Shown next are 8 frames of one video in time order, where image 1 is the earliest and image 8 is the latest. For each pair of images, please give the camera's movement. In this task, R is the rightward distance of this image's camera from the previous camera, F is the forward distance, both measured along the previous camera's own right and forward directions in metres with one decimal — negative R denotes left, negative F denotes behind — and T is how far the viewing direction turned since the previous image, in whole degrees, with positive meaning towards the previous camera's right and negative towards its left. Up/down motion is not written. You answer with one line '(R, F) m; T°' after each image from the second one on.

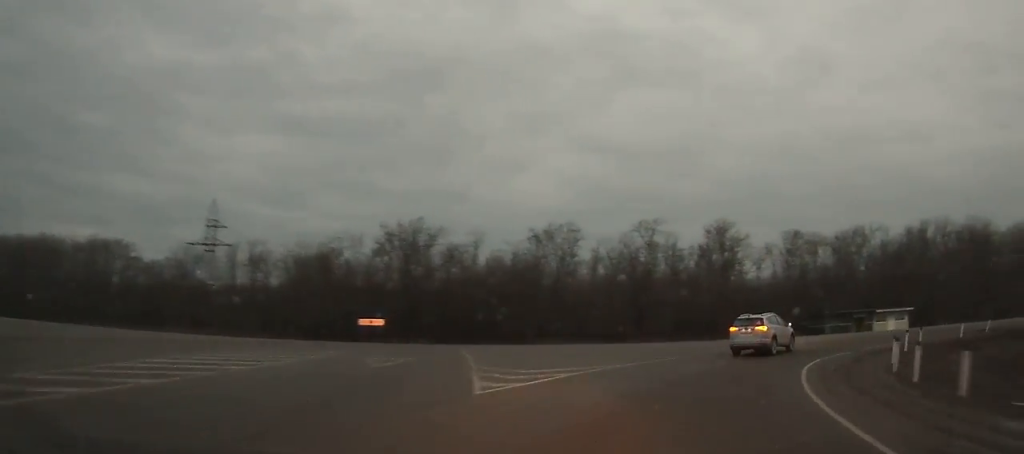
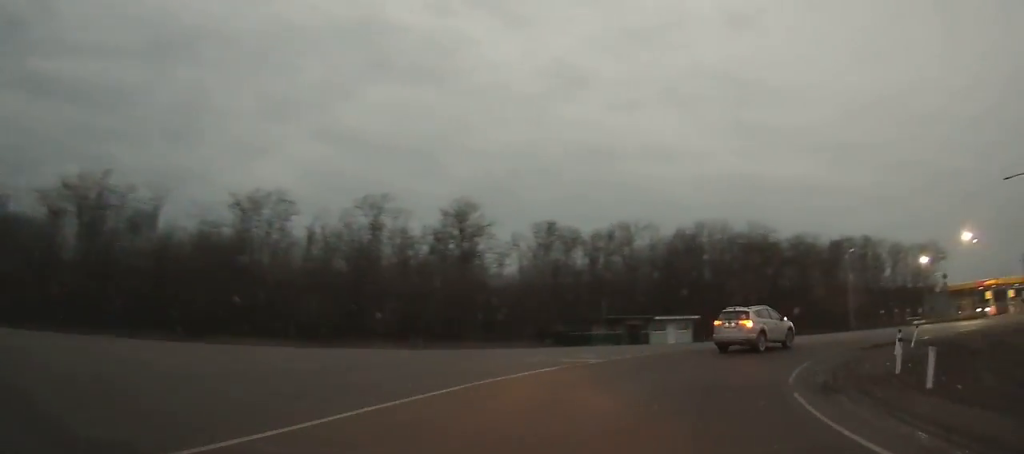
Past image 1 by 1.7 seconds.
(+4.3, +14.7) m; +24°
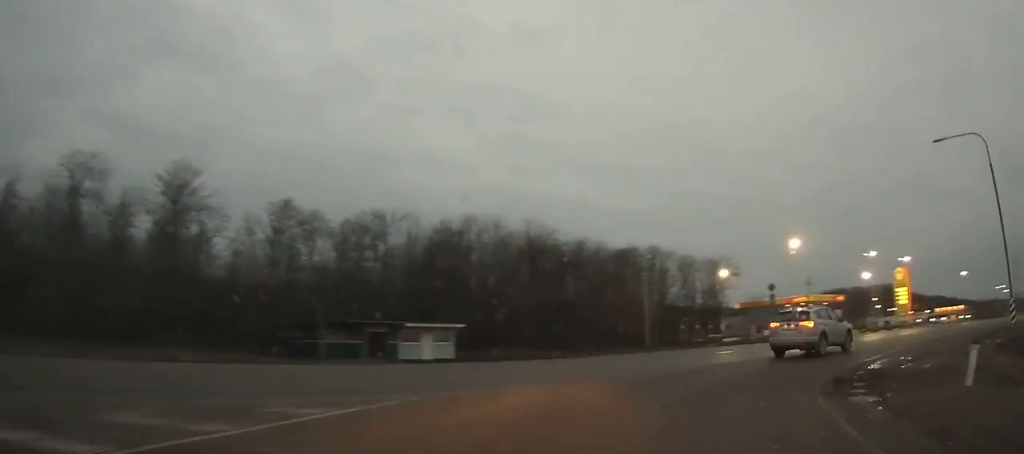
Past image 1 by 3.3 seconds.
(+2.0, +15.0) m; +24°
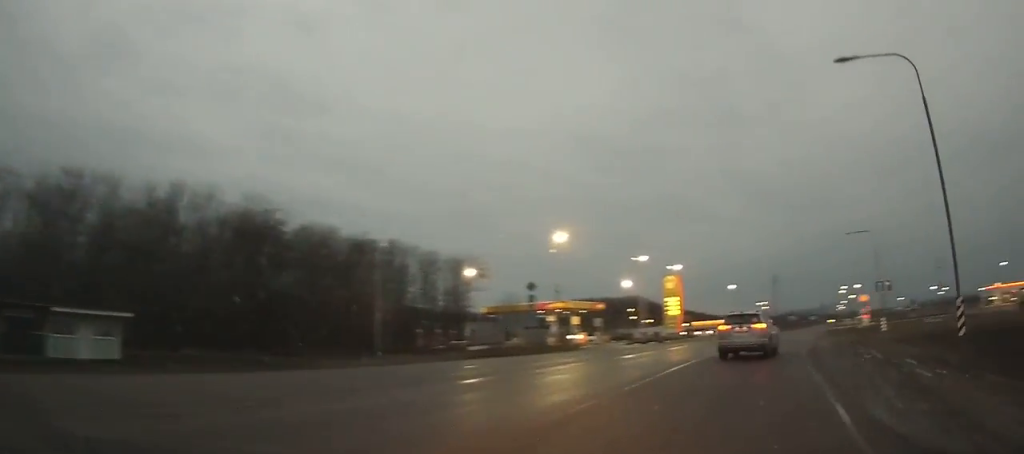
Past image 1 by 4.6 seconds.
(+3.4, +11.2) m; +13°
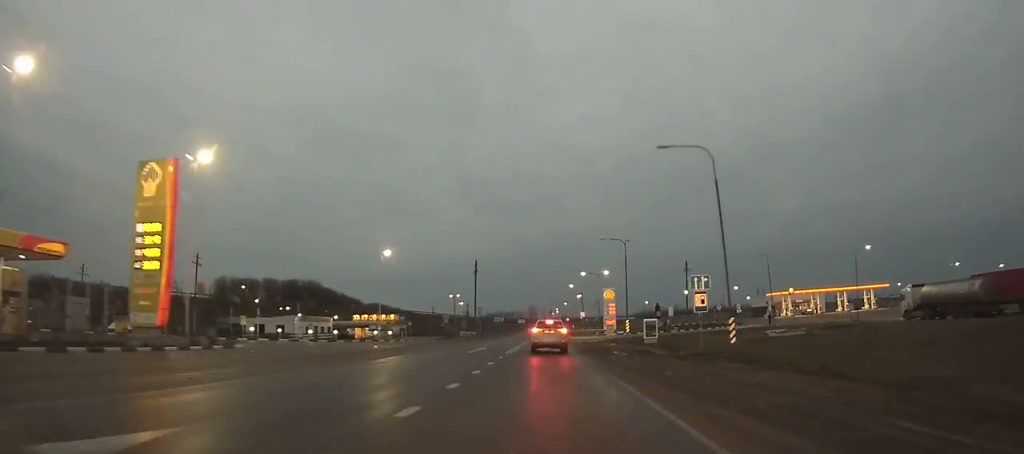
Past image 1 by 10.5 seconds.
(+16.9, +50.7) m; +23°
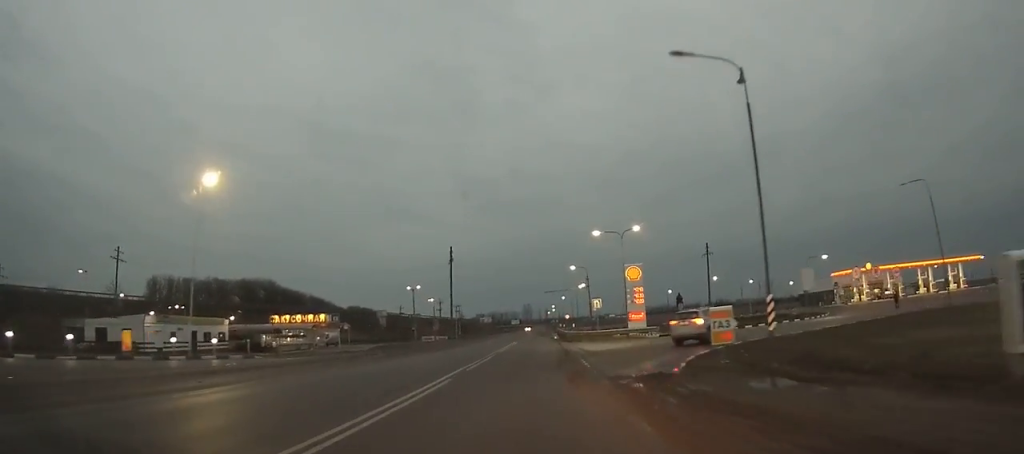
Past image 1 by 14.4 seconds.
(+0.5, +32.2) m; +11°
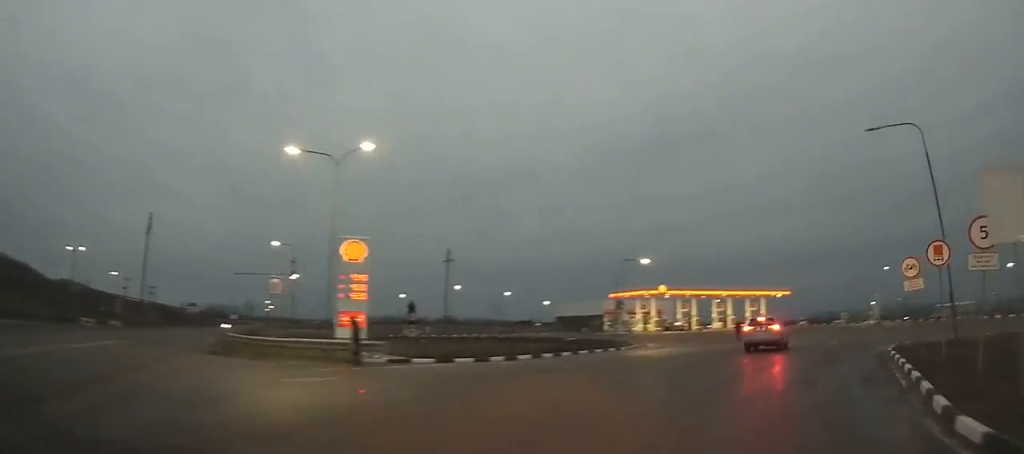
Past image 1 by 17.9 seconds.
(+5.0, +24.4) m; +27°
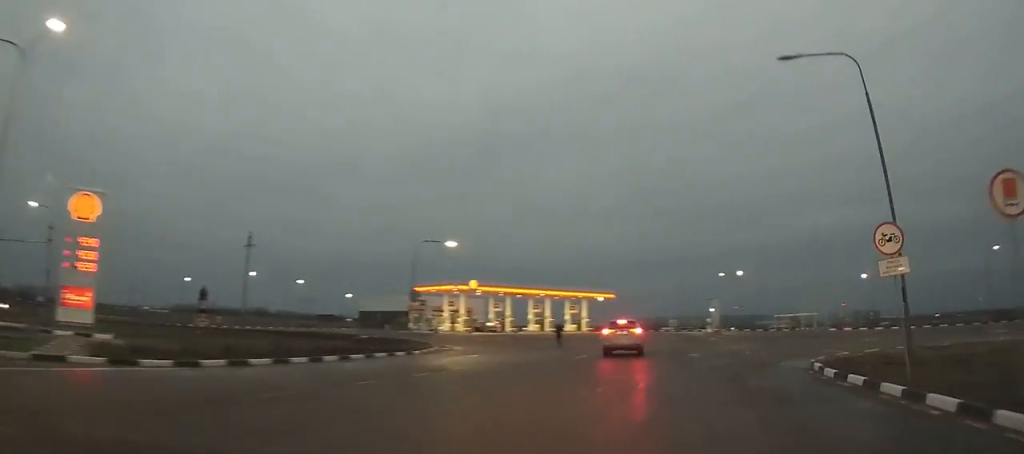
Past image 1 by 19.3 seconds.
(+1.1, +9.4) m; +8°
